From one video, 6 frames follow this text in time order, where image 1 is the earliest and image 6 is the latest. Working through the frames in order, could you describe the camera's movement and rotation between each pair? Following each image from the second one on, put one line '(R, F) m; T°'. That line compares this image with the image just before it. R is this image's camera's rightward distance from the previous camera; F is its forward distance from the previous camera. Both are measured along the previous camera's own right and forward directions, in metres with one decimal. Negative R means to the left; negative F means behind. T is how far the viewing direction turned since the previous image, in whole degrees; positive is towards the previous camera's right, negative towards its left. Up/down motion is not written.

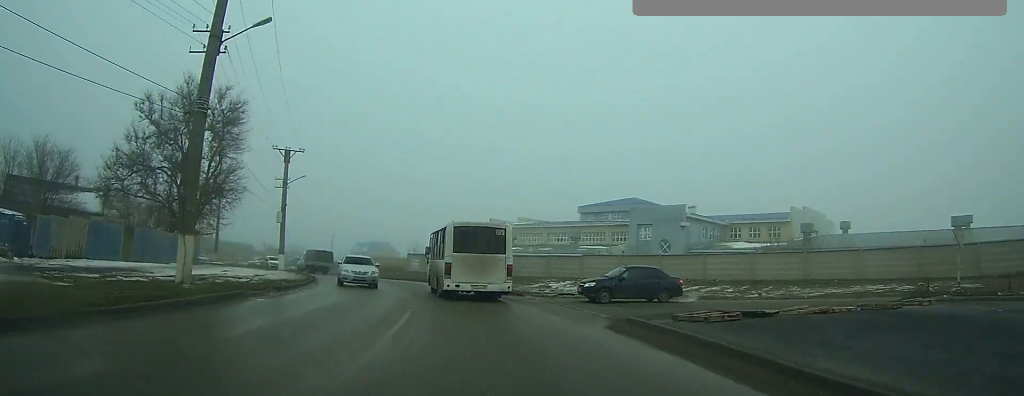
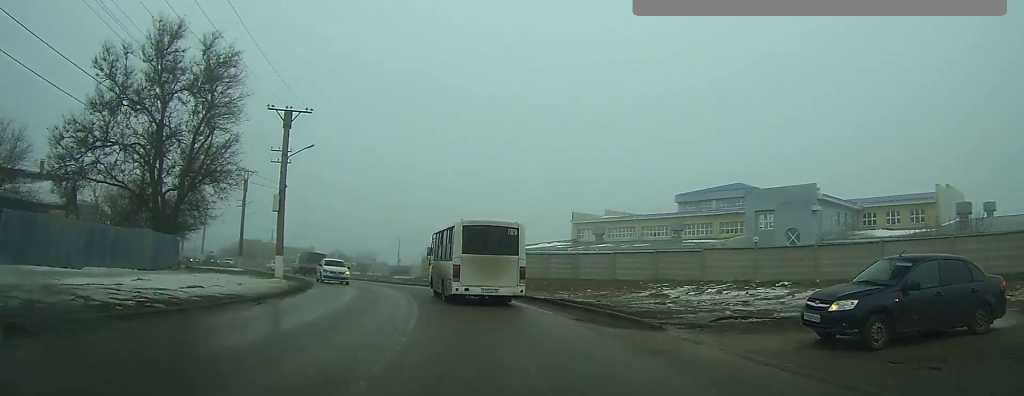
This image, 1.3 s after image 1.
(-1.0, +14.0) m; -11°
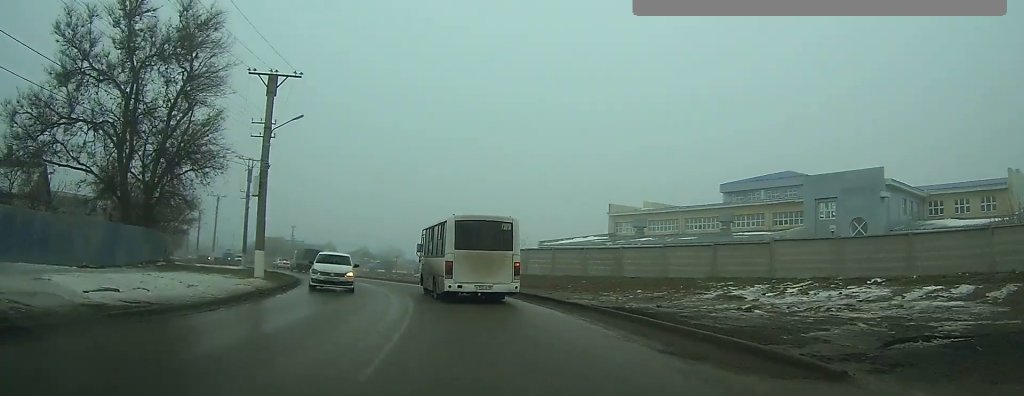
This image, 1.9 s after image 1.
(-0.4, +6.3) m; -6°
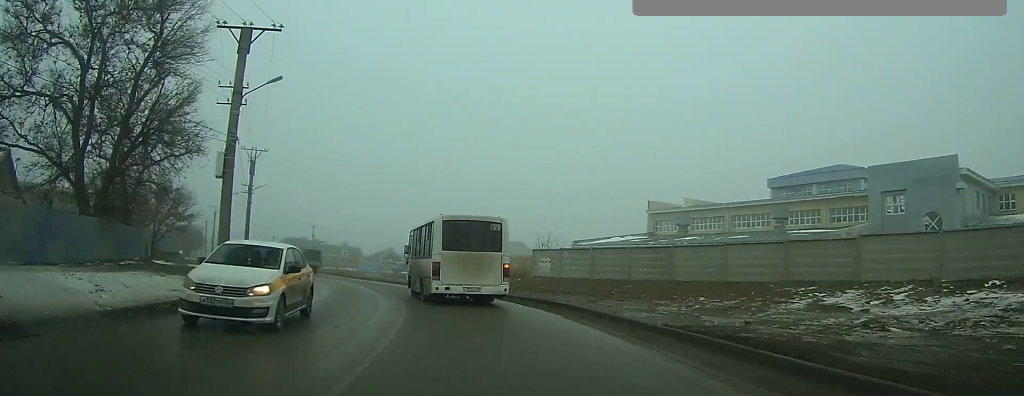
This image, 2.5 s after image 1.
(-0.4, +6.0) m; -5°
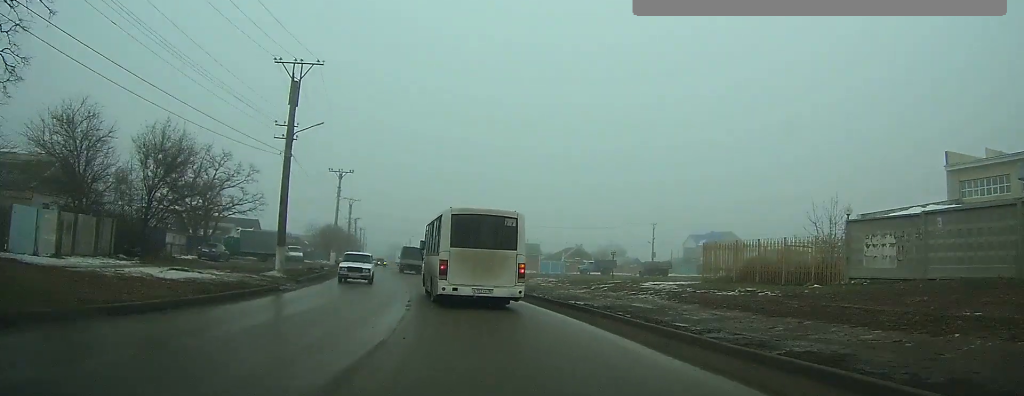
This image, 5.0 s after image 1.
(-2.1, +25.0) m; -11°
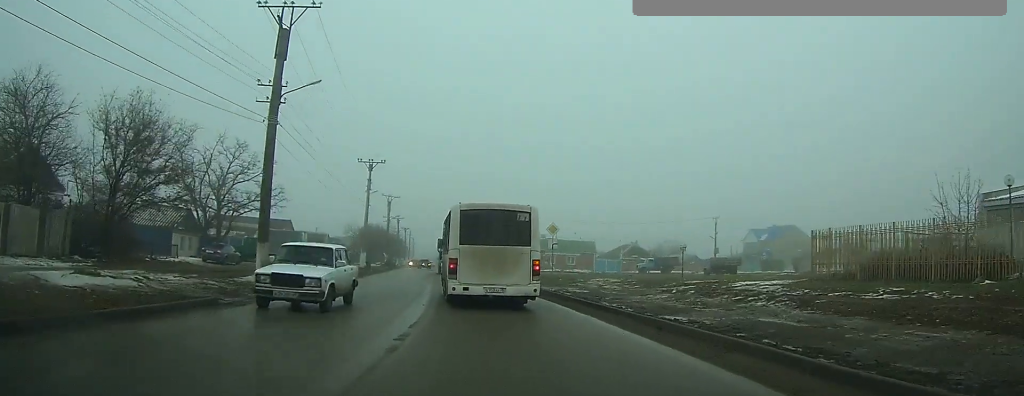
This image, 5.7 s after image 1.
(-0.4, +6.7) m; -3°
